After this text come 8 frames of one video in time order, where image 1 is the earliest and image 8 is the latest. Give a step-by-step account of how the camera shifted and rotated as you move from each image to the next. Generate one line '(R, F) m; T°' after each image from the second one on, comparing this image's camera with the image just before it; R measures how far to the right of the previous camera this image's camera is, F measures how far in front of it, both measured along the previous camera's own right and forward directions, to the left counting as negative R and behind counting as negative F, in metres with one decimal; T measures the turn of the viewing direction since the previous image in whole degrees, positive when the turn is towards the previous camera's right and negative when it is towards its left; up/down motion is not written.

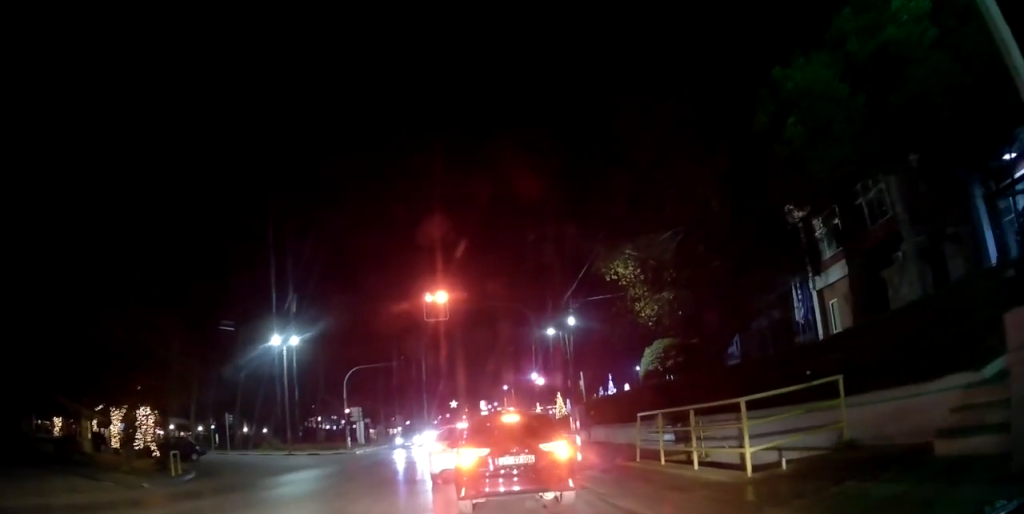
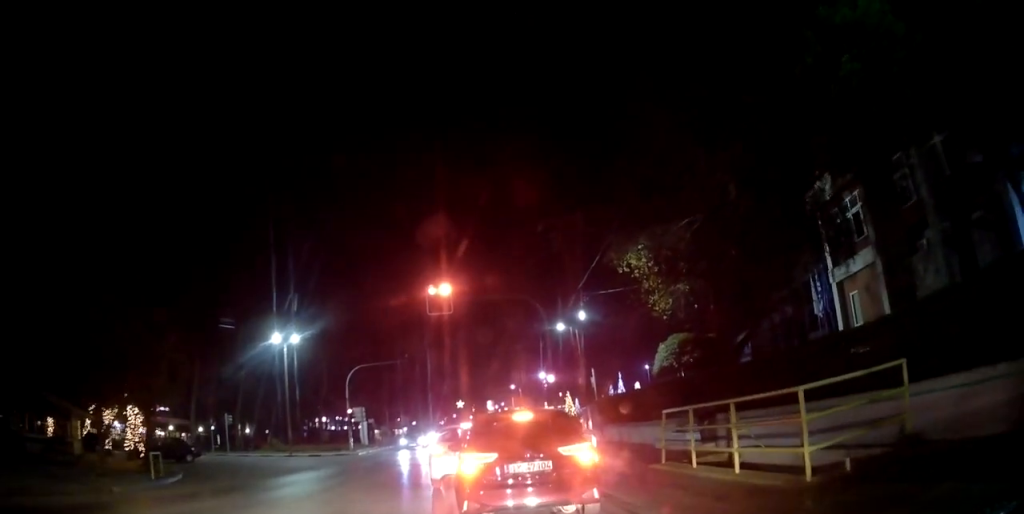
(-0.1, +1.1) m; 0°
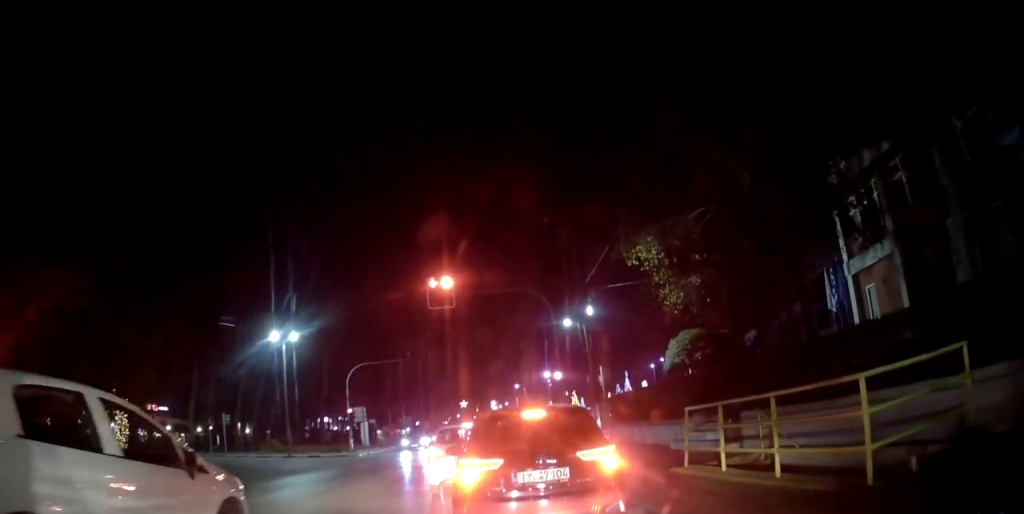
(-0.5, +1.0) m; 0°
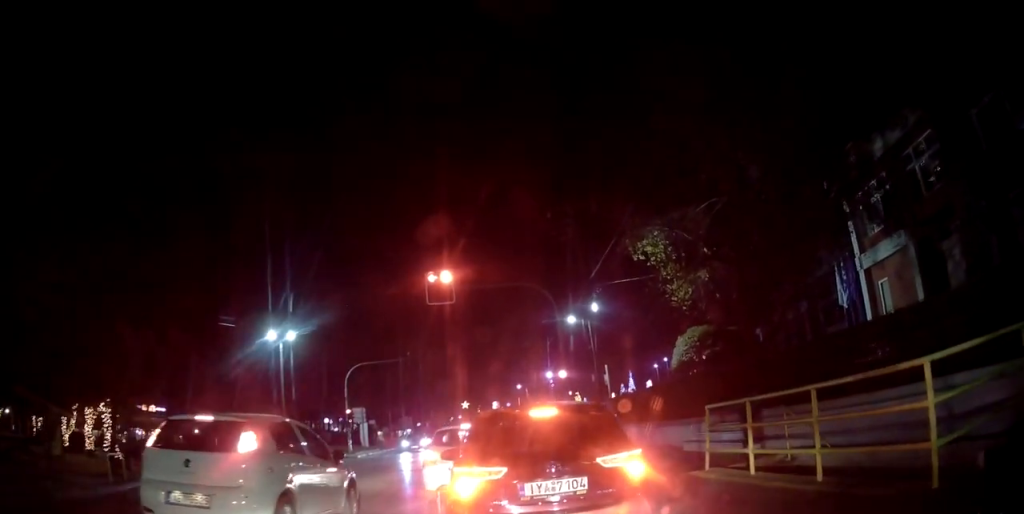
(-0.2, +0.7) m; 0°
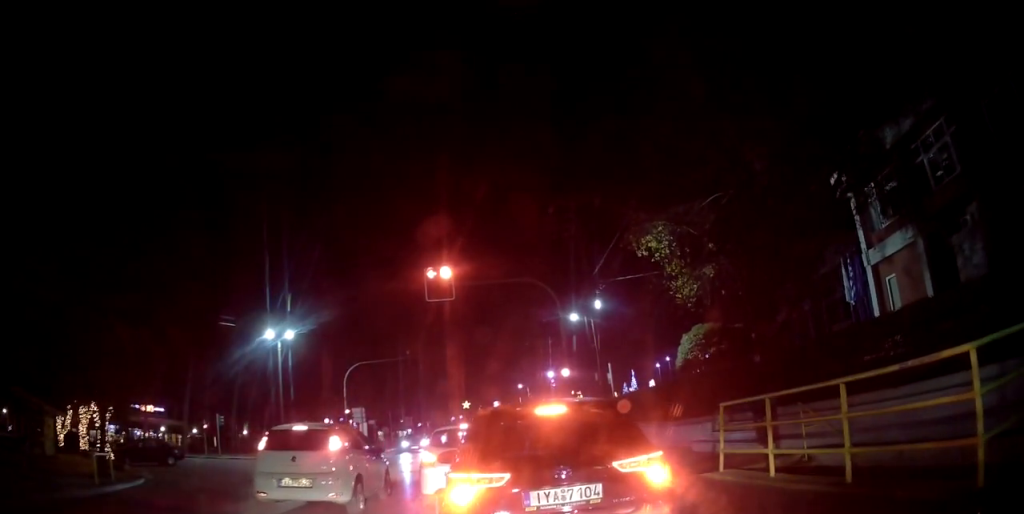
(0.0, +0.2) m; 0°
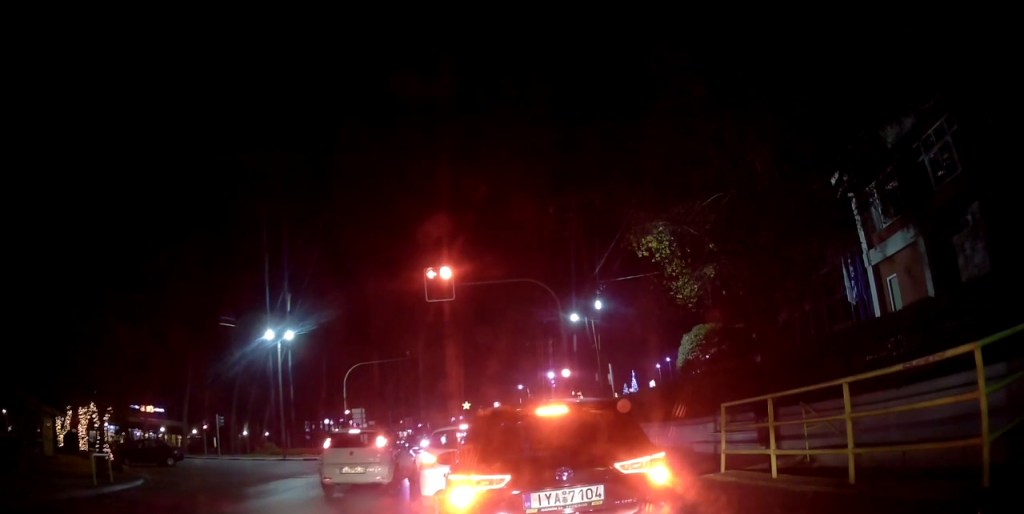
(0.0, 0.0) m; 0°
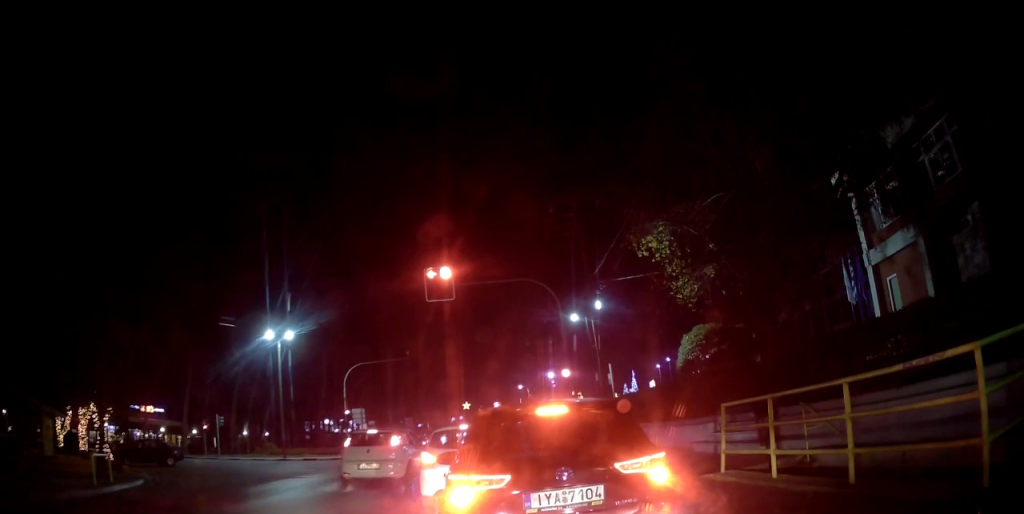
(0.0, 0.0) m; 0°
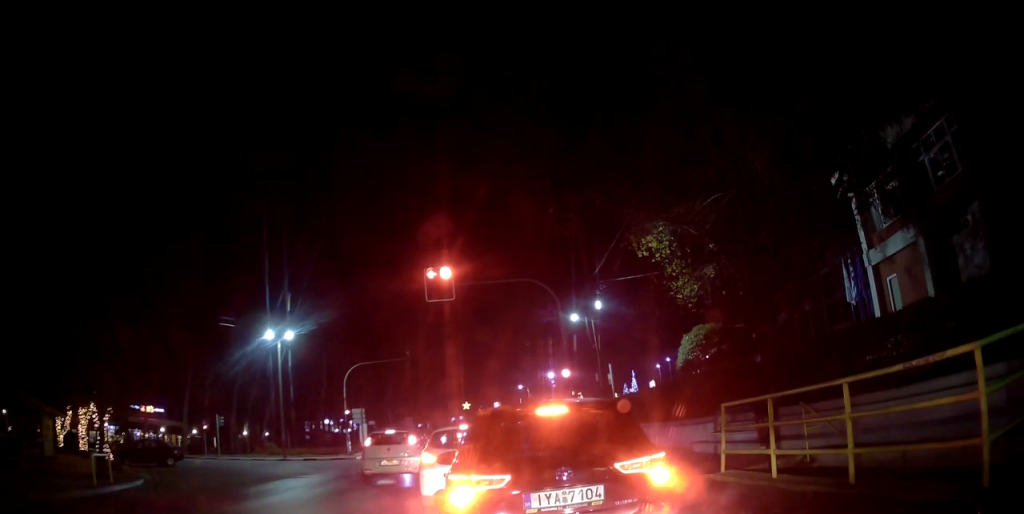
(0.0, 0.0) m; 0°
